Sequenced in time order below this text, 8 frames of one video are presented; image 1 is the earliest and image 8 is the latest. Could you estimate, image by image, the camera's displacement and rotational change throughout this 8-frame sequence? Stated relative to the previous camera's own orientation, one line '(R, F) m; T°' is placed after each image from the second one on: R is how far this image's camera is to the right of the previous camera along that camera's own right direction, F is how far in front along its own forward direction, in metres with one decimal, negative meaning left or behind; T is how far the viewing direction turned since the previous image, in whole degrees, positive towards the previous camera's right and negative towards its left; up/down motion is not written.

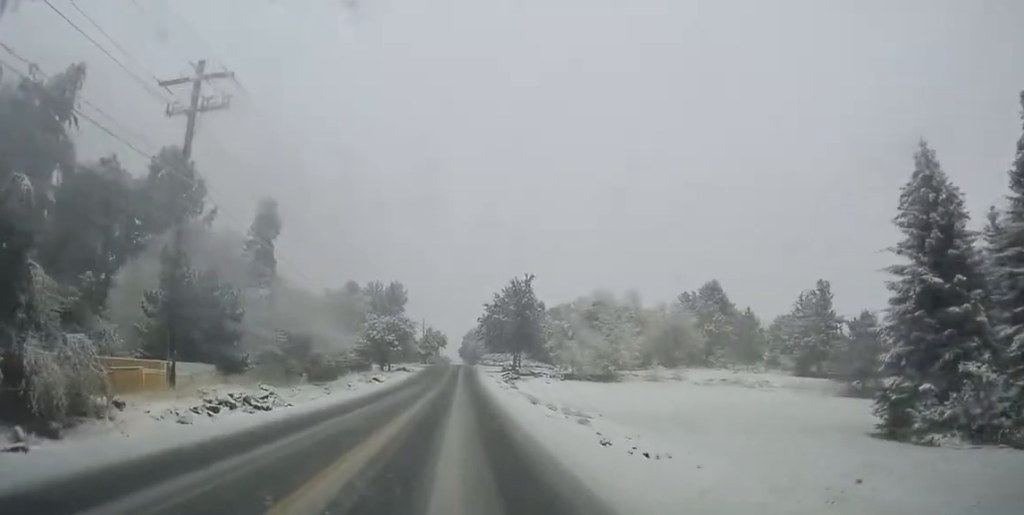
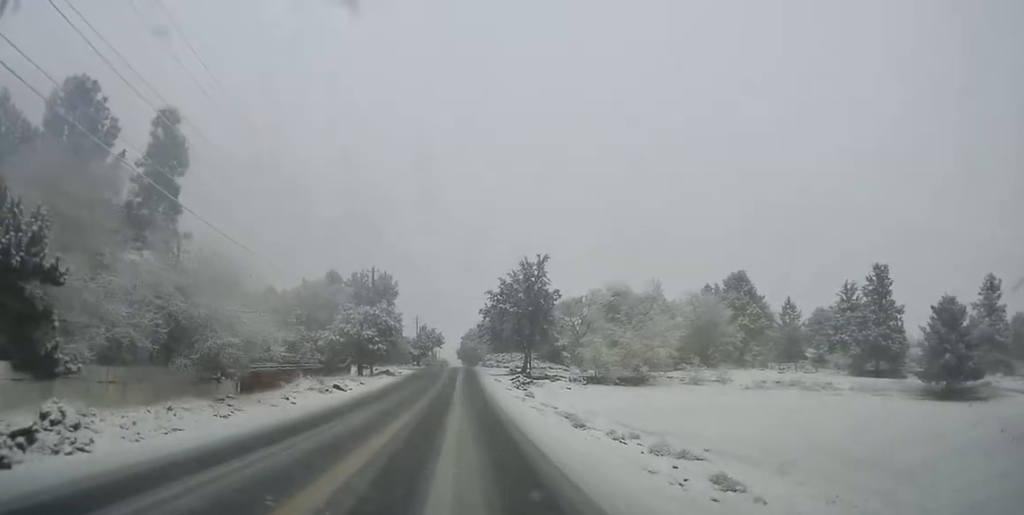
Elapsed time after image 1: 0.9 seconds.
(+0.3, +16.0) m; +1°
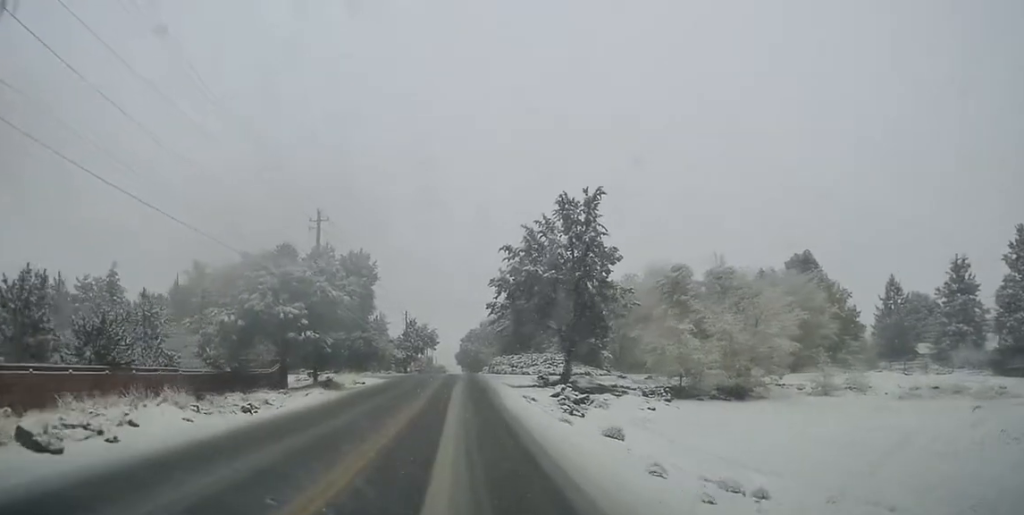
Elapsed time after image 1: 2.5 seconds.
(+0.4, +27.0) m; +1°
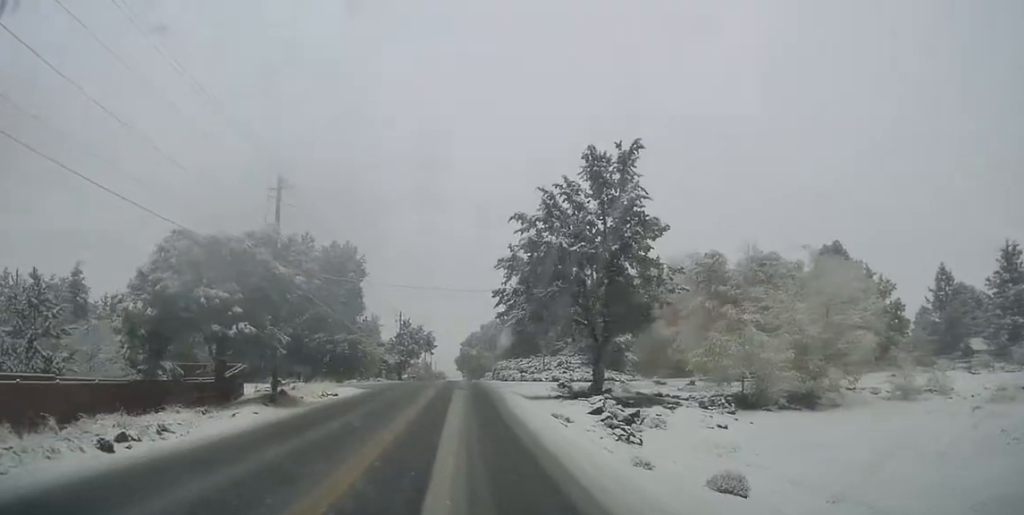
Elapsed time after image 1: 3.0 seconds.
(+0.2, +9.6) m; 0°
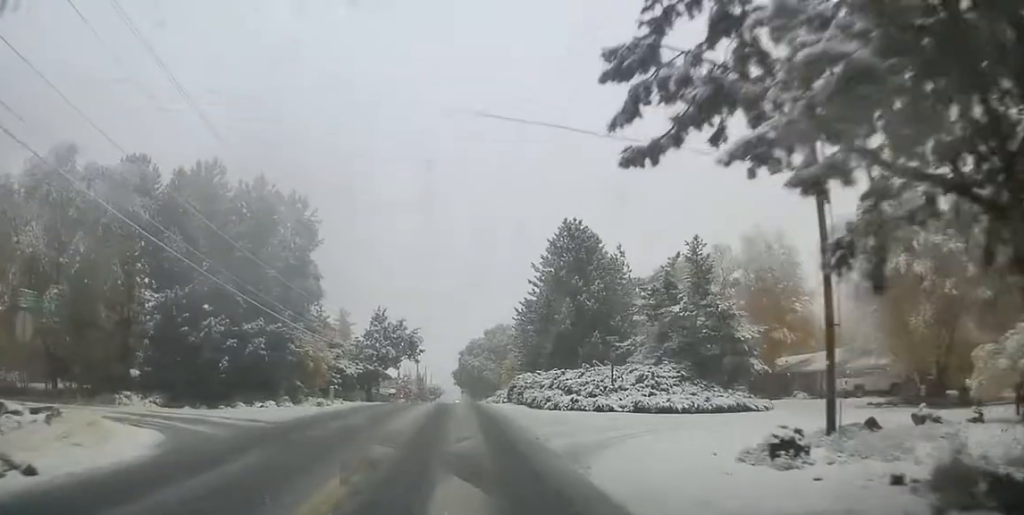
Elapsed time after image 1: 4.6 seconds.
(-0.6, +26.3) m; -1°
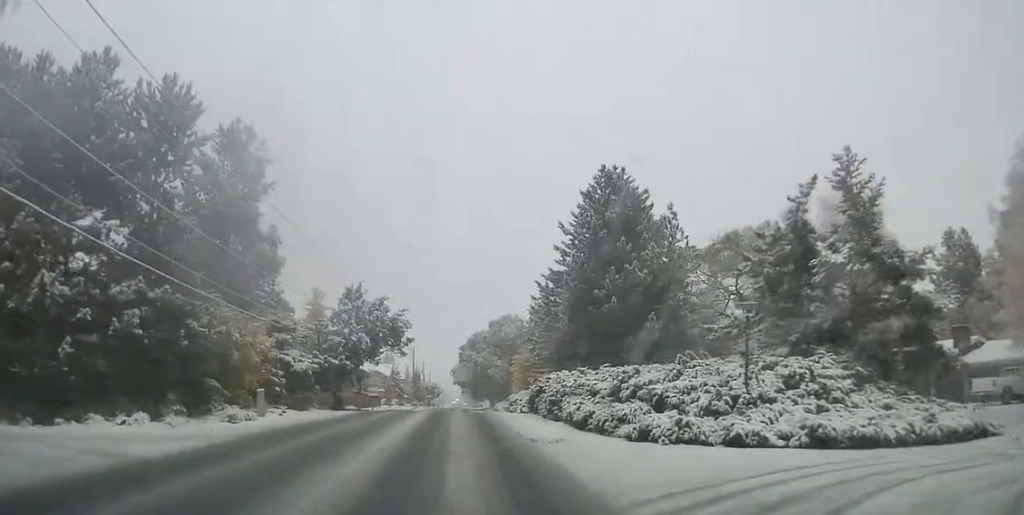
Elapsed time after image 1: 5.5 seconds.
(0.0, +14.9) m; 0°
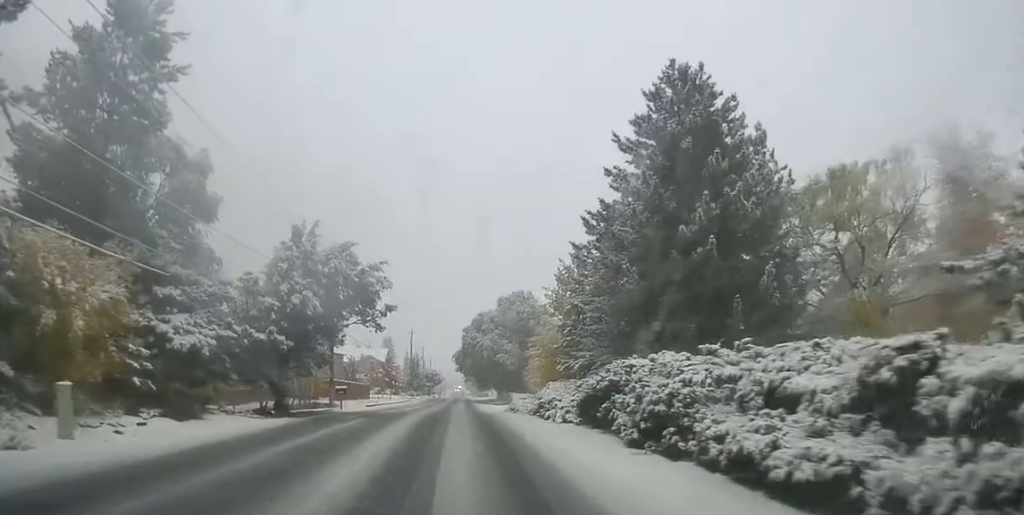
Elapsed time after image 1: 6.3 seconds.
(0.0, +14.1) m; 0°
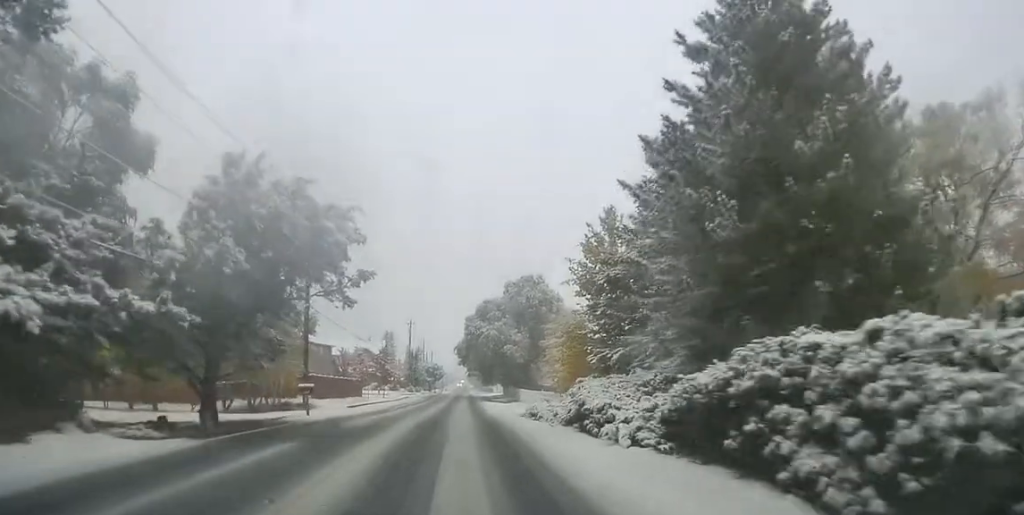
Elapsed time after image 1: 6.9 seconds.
(0.0, +8.6) m; 0°
